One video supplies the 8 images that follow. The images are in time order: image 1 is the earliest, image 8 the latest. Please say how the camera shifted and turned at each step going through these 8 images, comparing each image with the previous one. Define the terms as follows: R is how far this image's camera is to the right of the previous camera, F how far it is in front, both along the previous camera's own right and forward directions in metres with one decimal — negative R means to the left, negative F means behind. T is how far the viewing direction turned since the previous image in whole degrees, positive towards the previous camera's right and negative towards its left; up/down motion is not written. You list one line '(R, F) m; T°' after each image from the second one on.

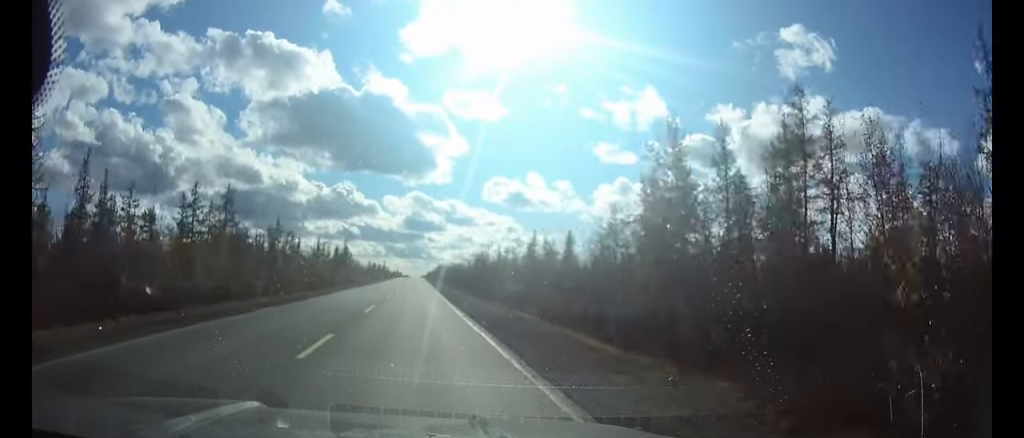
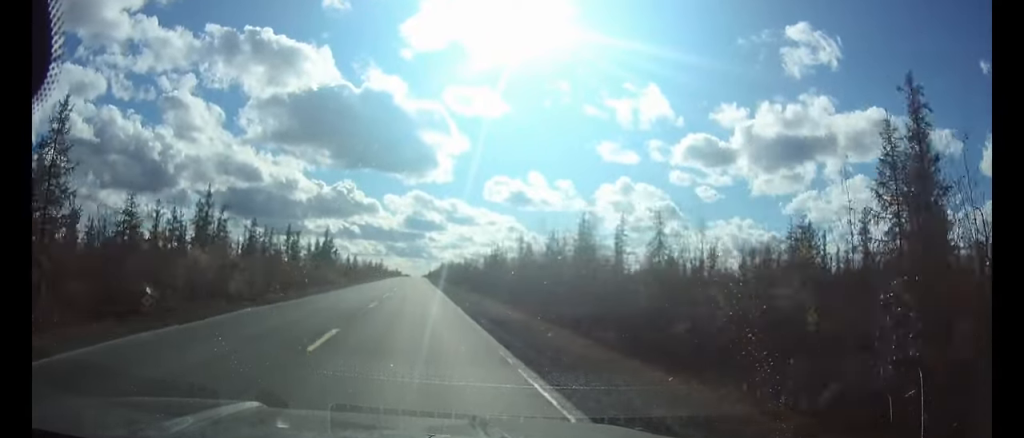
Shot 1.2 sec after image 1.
(0.0, +35.5) m; 0°
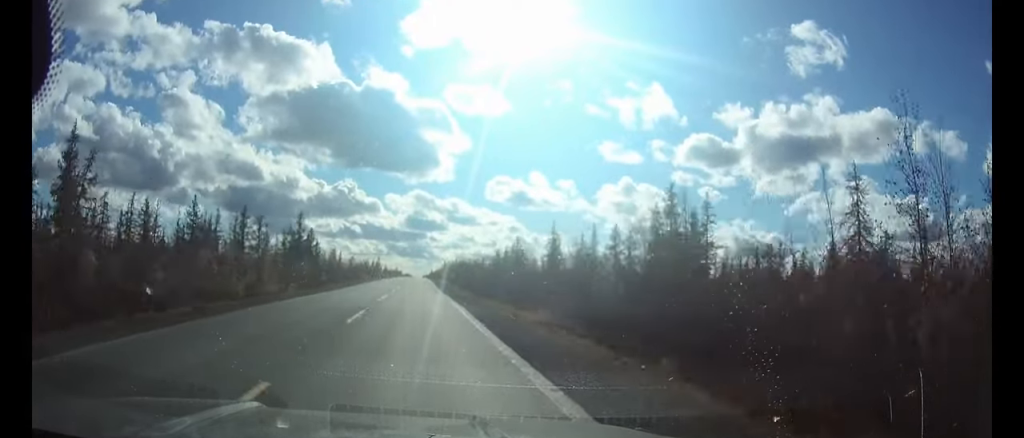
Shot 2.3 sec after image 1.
(0.0, +30.2) m; 0°
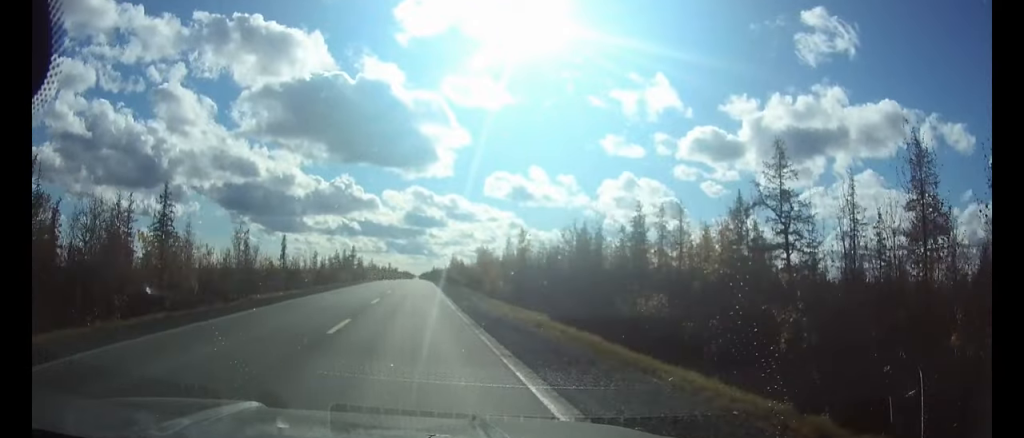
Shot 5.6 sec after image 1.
(0.0, +97.5) m; 0°
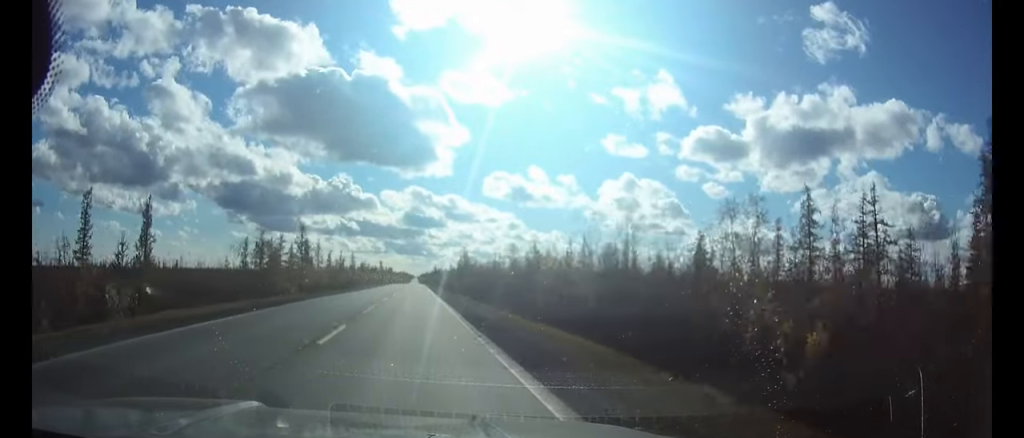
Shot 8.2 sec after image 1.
(0.0, +73.4) m; 0°
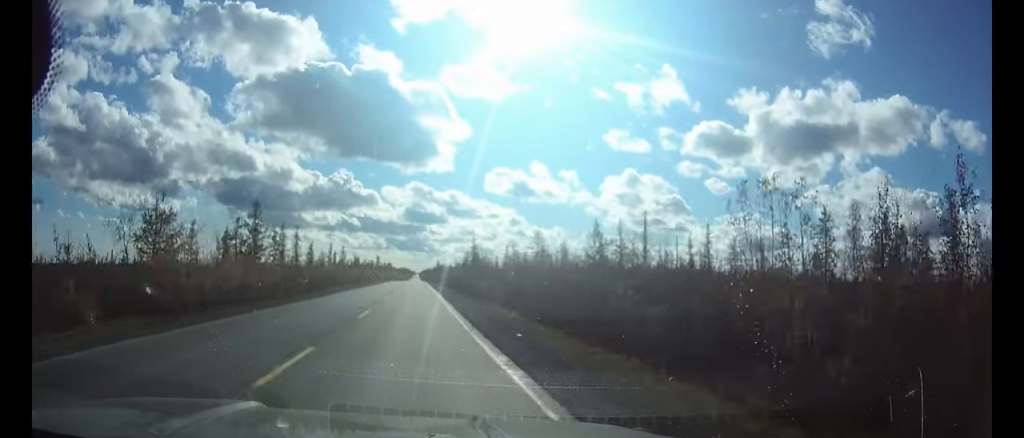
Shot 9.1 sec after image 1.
(0.0, +27.9) m; 0°
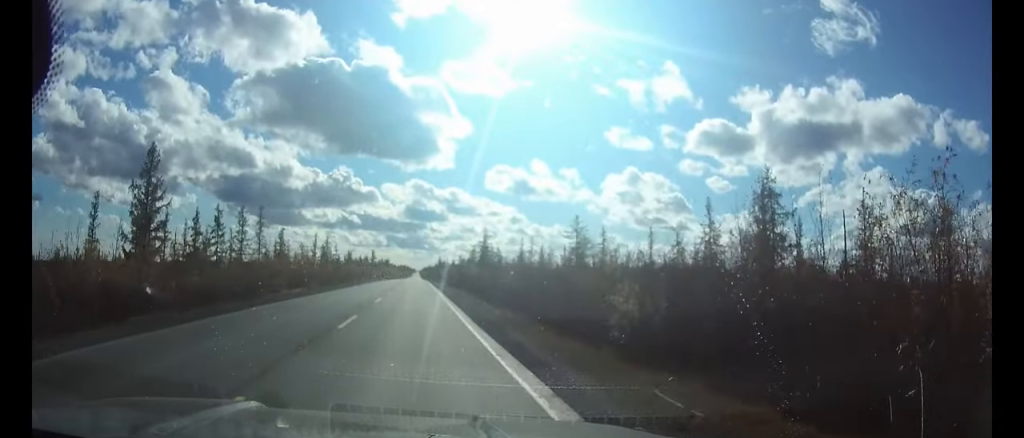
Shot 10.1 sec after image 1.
(0.0, +29.4) m; 0°
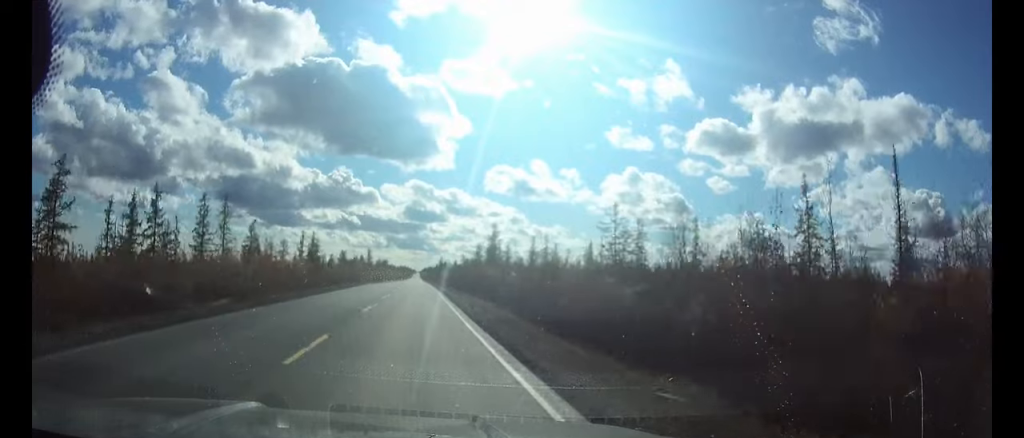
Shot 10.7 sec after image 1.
(0.0, +17.6) m; 0°
